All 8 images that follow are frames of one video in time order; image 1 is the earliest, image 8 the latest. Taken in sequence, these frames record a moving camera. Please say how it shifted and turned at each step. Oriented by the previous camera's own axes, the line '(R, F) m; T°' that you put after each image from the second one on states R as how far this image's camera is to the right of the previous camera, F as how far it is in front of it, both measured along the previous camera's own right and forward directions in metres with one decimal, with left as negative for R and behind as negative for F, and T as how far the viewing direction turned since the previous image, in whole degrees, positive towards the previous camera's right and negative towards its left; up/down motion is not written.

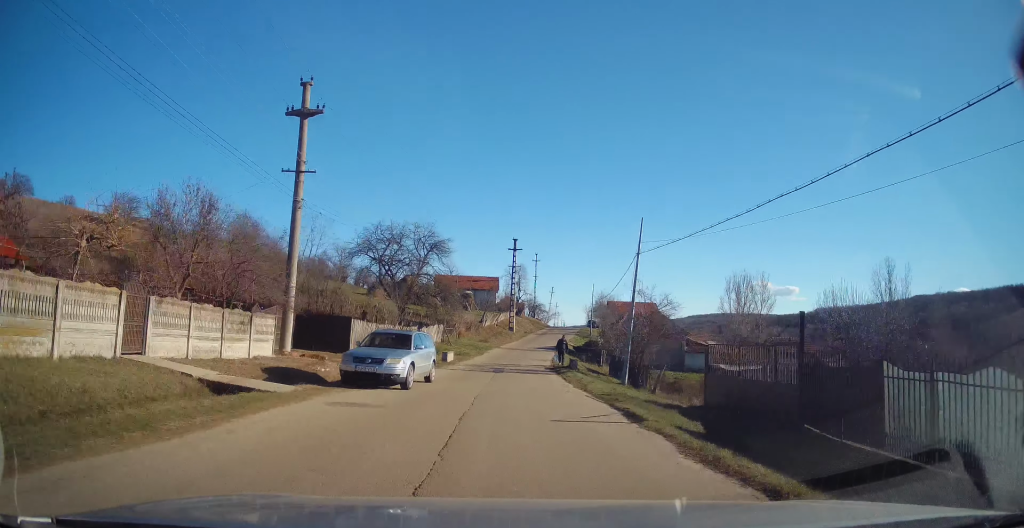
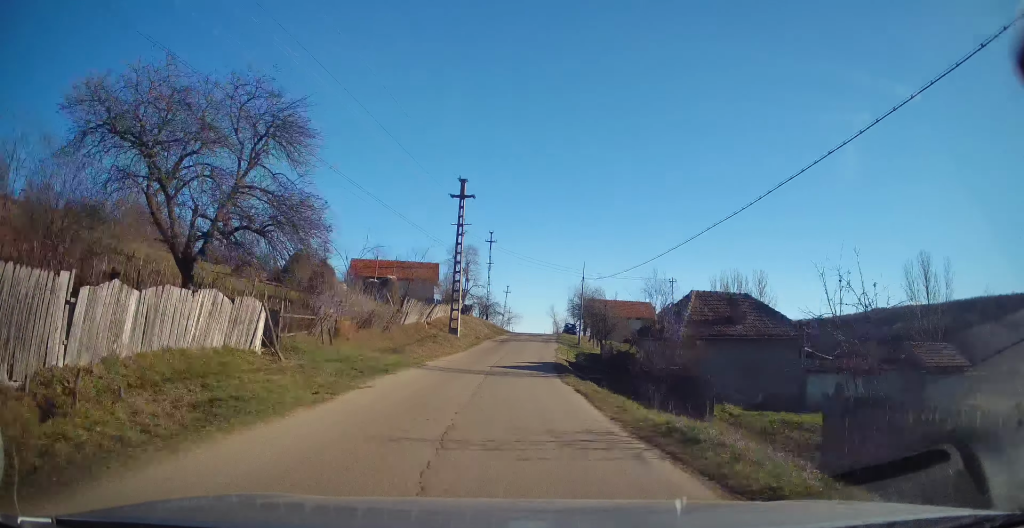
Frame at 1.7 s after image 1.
(+1.7, +28.8) m; +5°
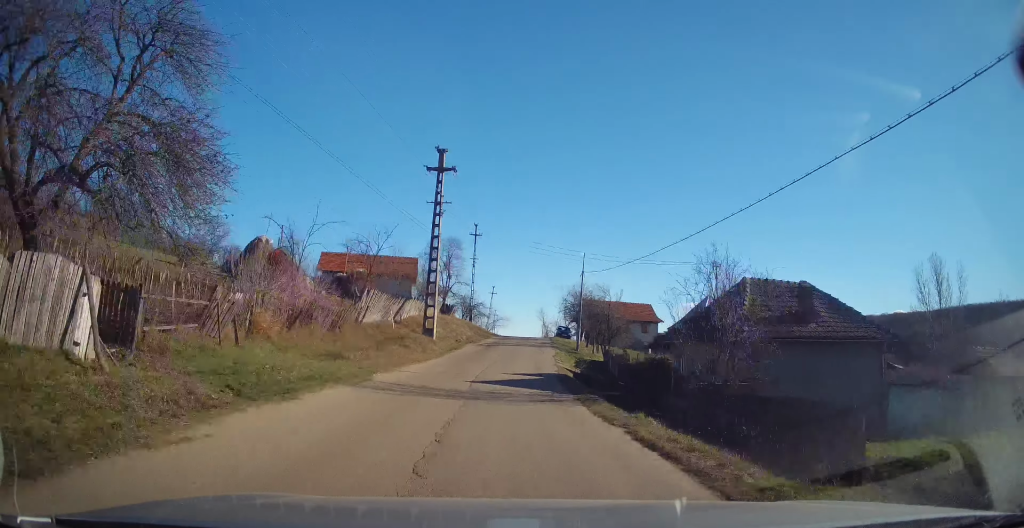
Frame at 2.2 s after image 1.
(0.0, +7.3) m; +1°
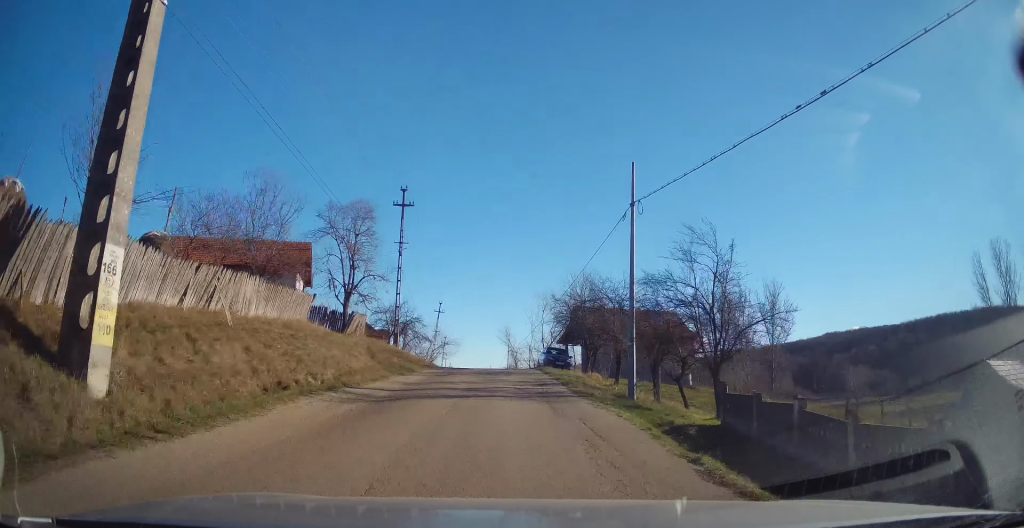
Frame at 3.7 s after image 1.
(+1.2, +25.7) m; +5°
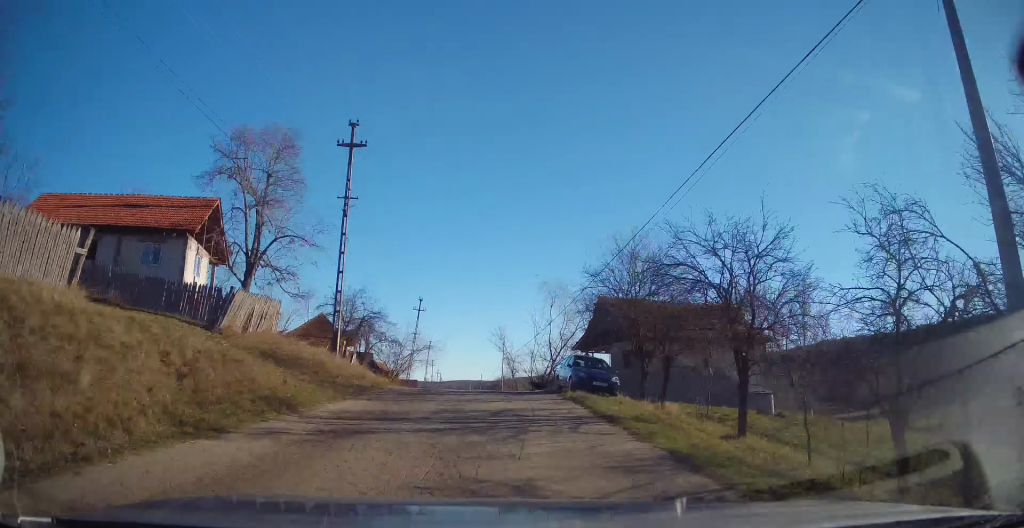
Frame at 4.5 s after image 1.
(+0.4, +13.7) m; +1°
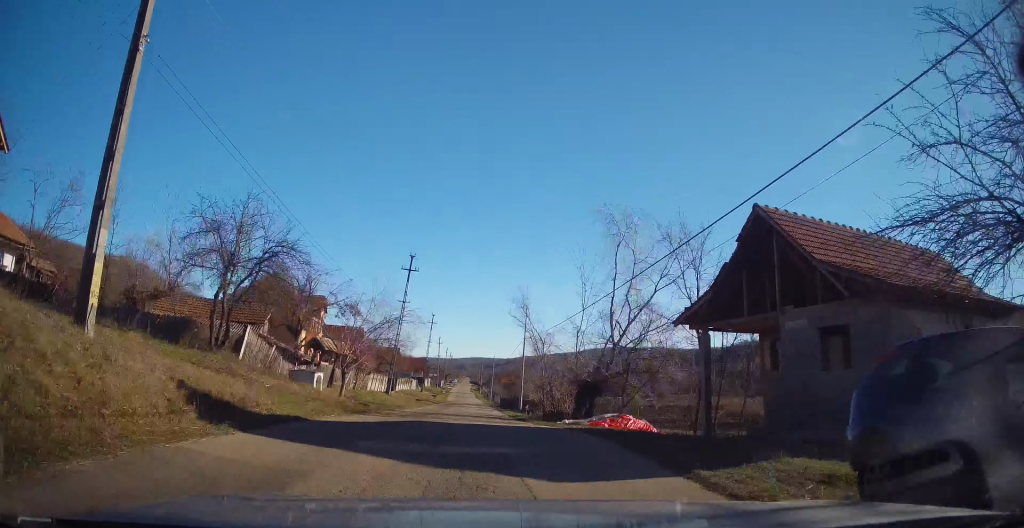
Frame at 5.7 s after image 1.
(0.0, +18.3) m; 0°
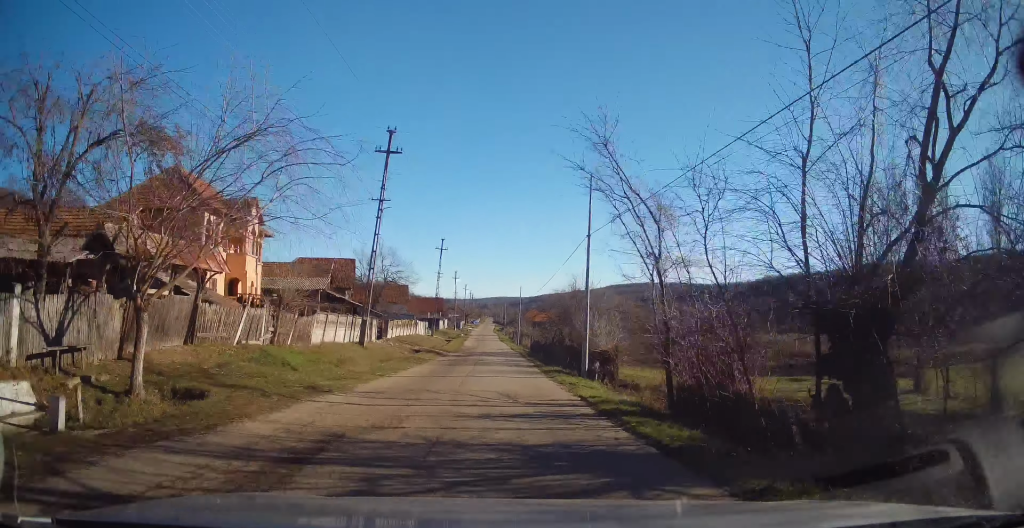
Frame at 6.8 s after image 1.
(-0.4, +18.7) m; -3°
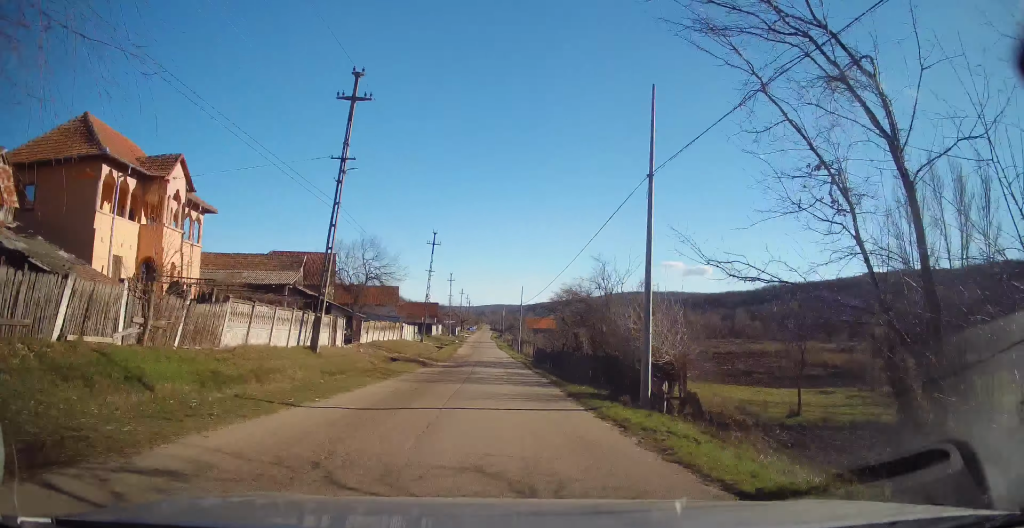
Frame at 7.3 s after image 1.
(-0.4, +8.0) m; -1°
